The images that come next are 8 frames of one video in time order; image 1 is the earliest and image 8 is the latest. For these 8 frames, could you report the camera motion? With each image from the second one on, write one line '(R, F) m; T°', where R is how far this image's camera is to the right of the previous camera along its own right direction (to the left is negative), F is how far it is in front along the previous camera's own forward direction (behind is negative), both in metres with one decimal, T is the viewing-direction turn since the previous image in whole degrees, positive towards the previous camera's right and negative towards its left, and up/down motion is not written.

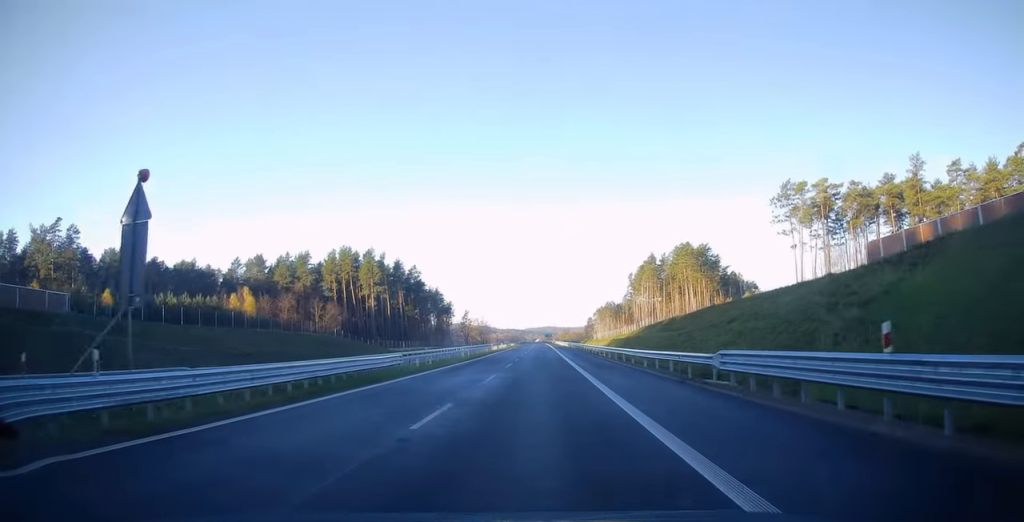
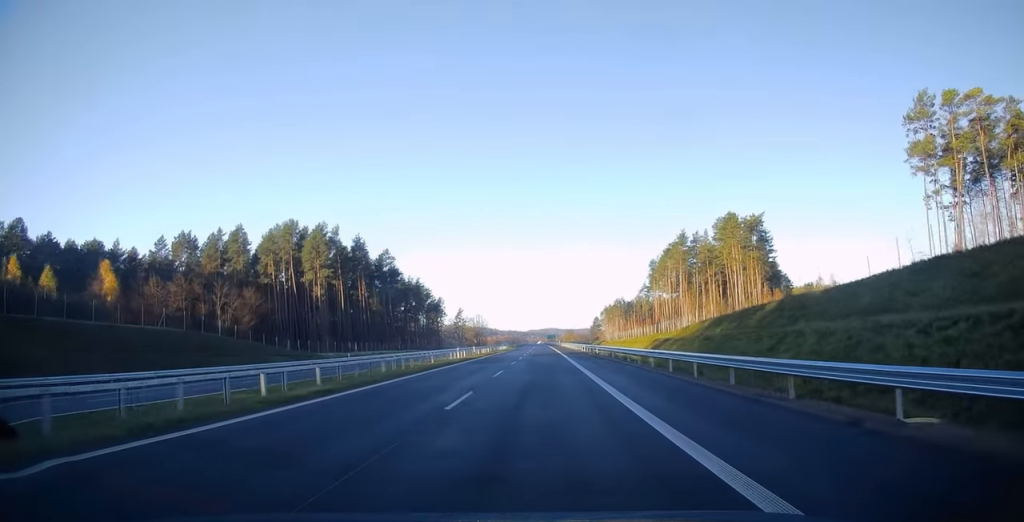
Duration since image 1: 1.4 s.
(-0.8, +46.1) m; -3°
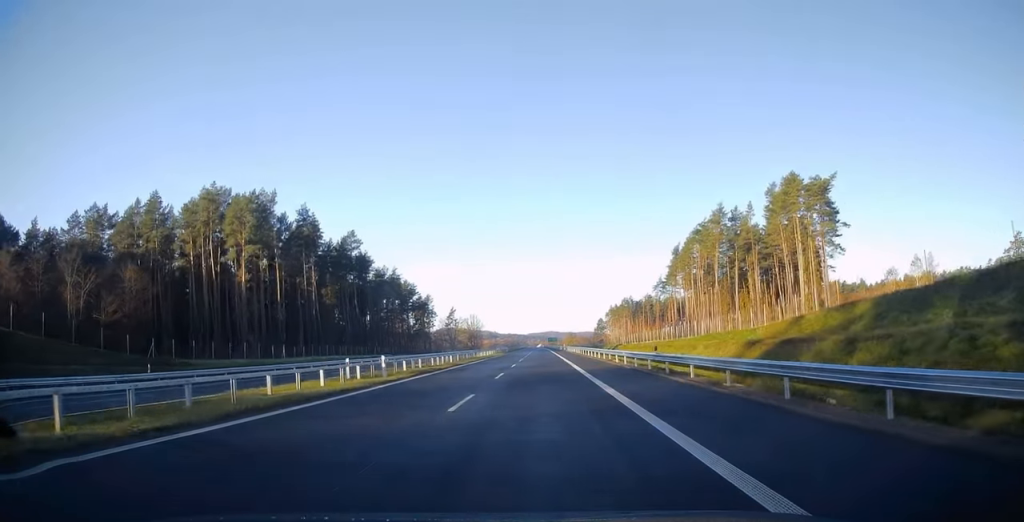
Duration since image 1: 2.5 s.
(-0.4, +35.9) m; 0°
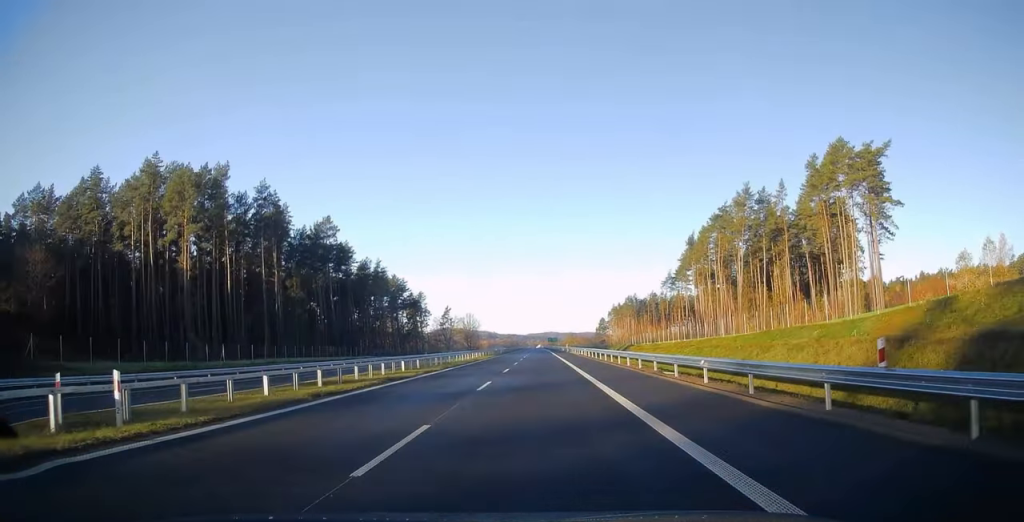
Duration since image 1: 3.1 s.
(+0.3, +18.2) m; 0°
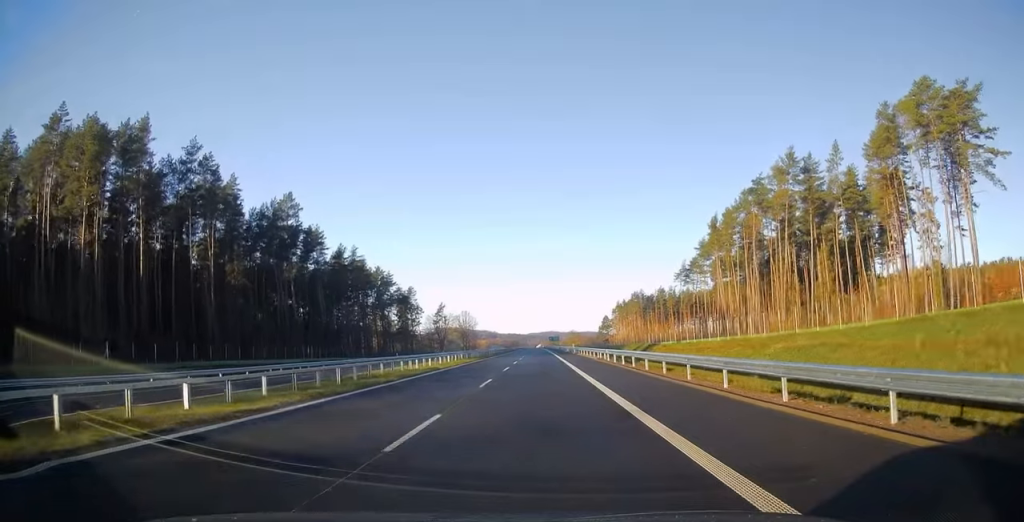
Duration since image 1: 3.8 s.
(0.0, +22.5) m; 0°
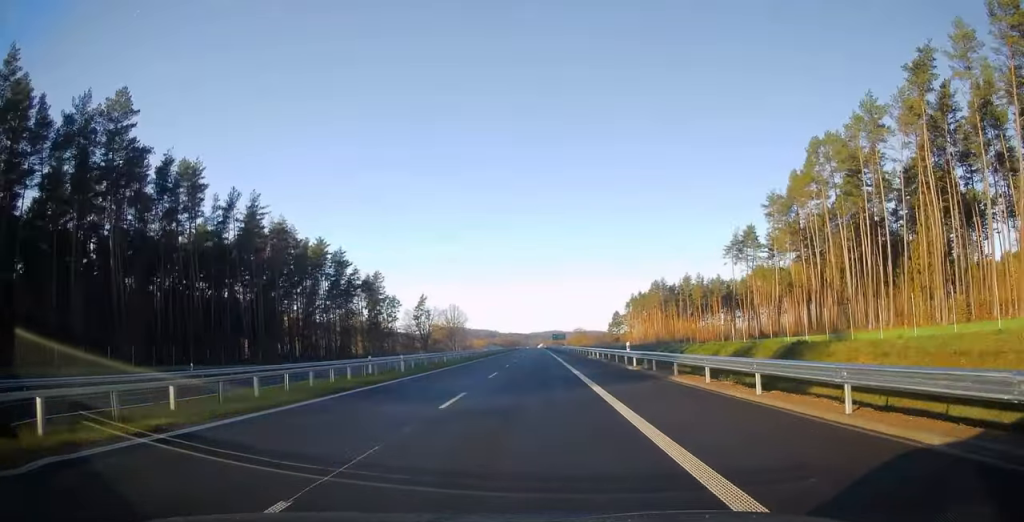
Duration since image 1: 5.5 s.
(+0.1, +54.6) m; 0°
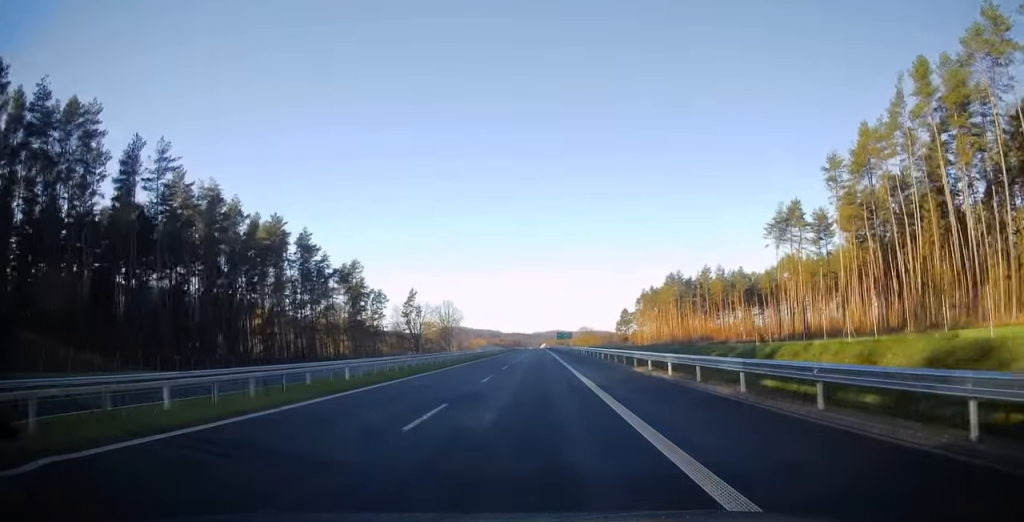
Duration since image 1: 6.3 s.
(-0.4, +27.3) m; -1°
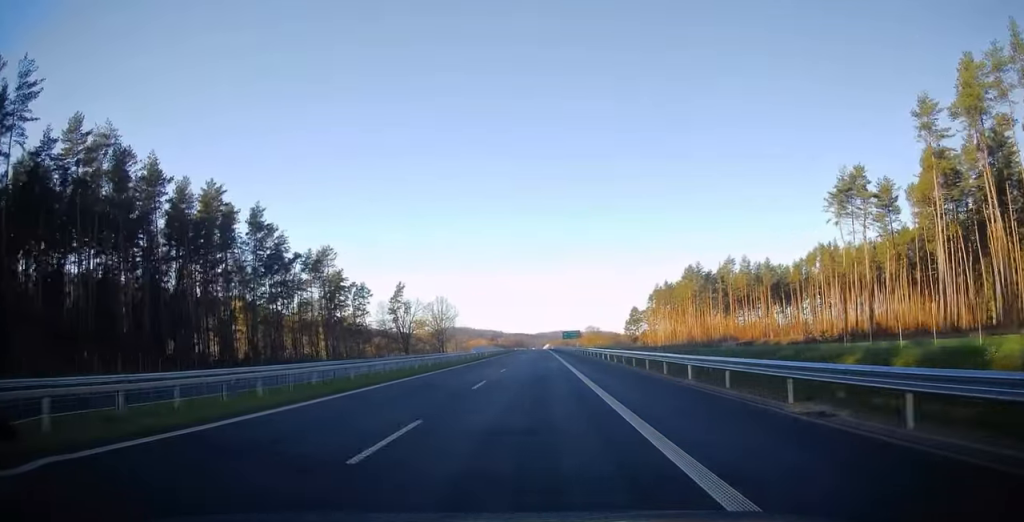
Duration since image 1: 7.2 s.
(0.0, +26.7) m; 0°
